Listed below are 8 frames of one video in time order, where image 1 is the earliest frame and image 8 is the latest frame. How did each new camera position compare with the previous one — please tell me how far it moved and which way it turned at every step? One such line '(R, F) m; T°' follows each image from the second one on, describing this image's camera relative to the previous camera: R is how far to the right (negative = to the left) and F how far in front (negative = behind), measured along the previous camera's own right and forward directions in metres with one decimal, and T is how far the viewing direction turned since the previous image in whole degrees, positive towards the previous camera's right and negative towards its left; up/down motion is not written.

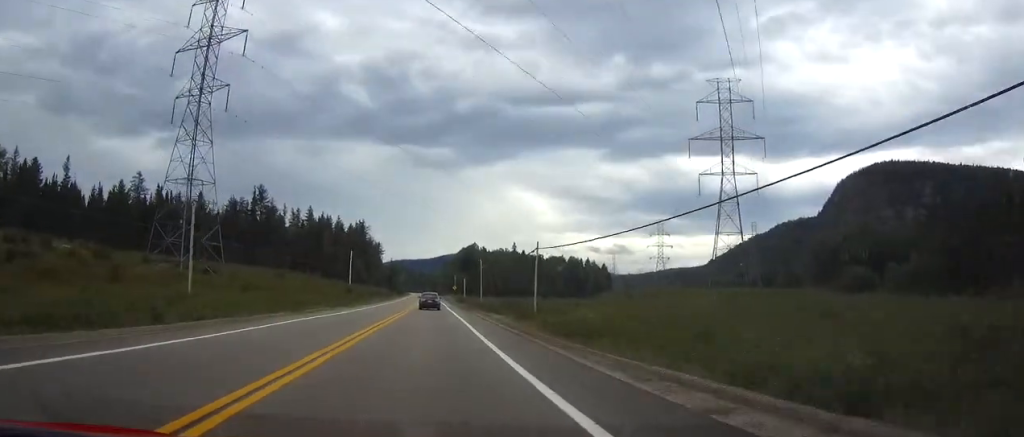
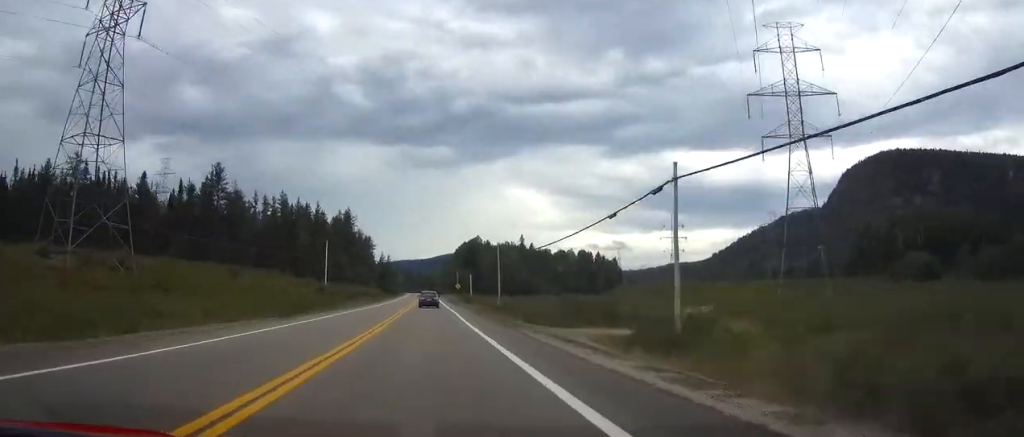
(-0.1, +29.2) m; 0°
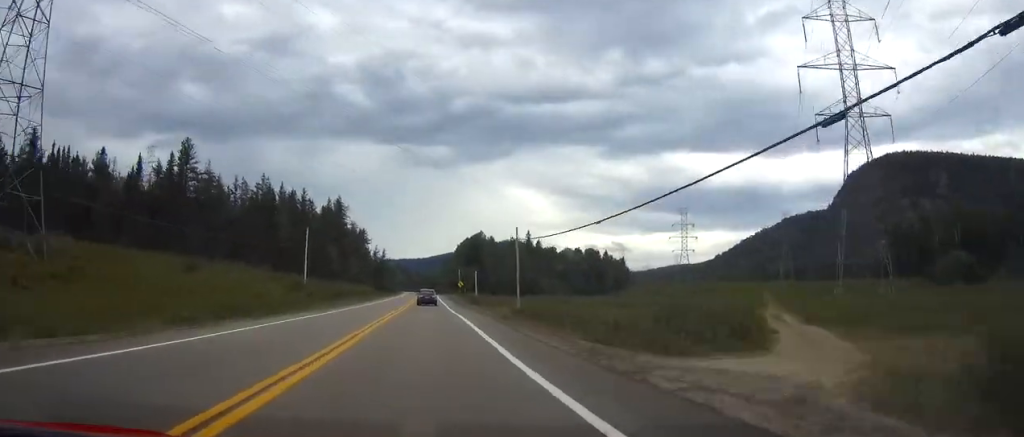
(+0.1, +16.9) m; 0°
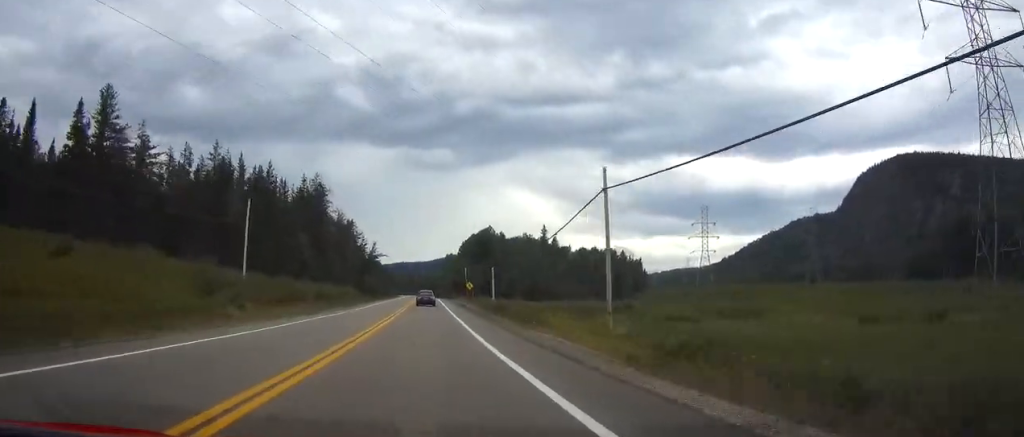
(0.0, +29.8) m; 0°
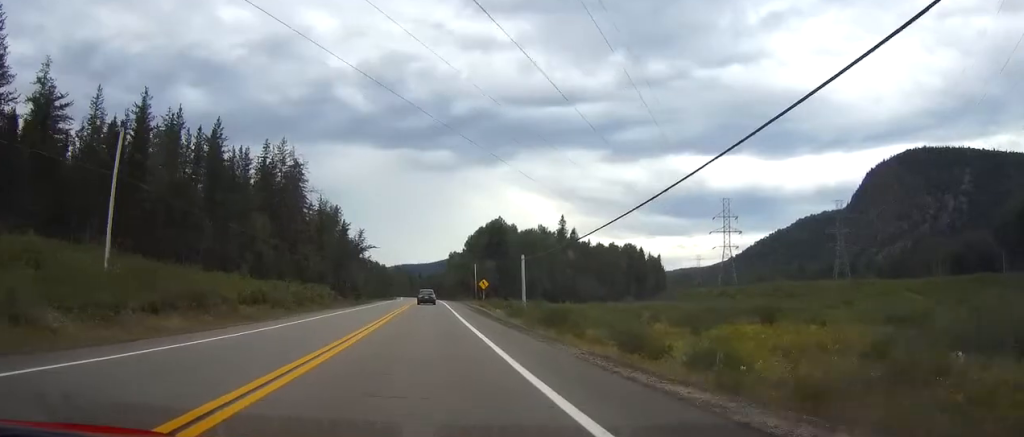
(0.0, +26.9) m; 0°
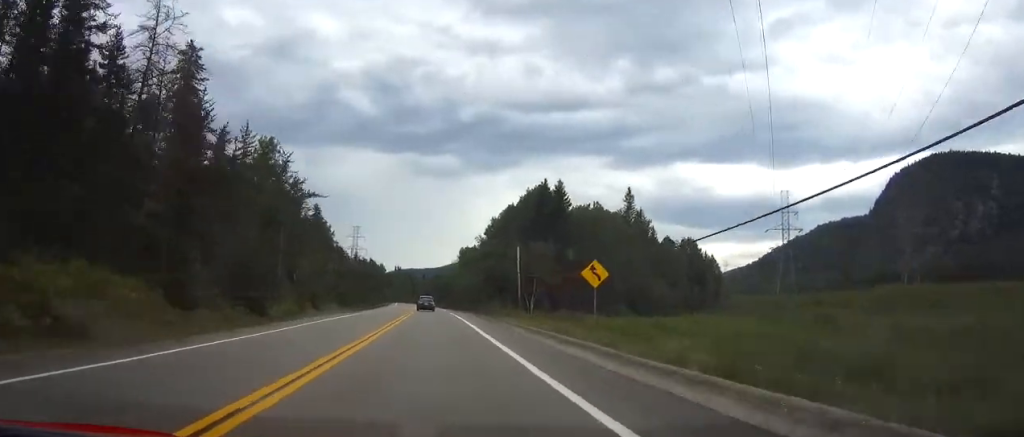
(-0.2, +56.6) m; 0°
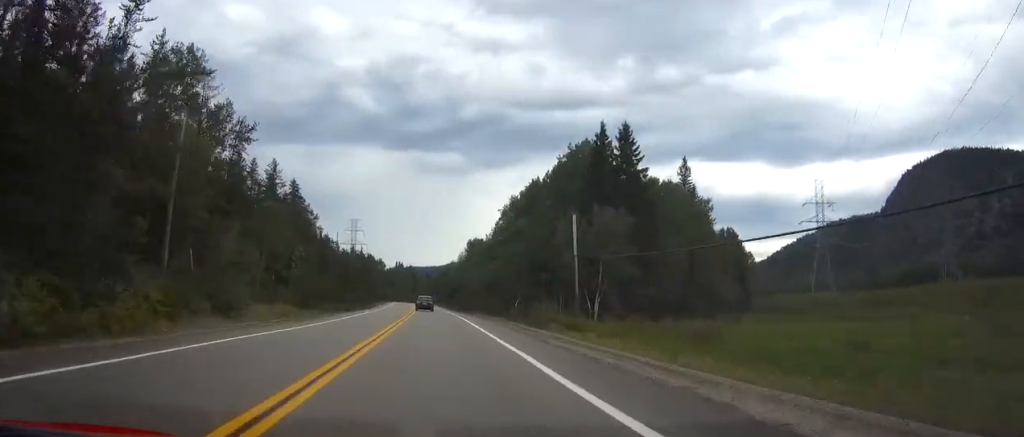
(-0.1, +26.3) m; 0°
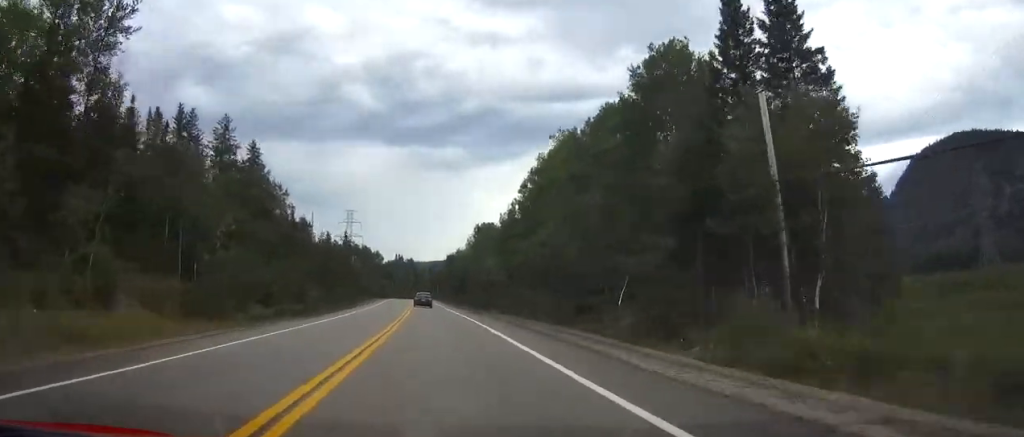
(-0.1, +26.4) m; 0°
